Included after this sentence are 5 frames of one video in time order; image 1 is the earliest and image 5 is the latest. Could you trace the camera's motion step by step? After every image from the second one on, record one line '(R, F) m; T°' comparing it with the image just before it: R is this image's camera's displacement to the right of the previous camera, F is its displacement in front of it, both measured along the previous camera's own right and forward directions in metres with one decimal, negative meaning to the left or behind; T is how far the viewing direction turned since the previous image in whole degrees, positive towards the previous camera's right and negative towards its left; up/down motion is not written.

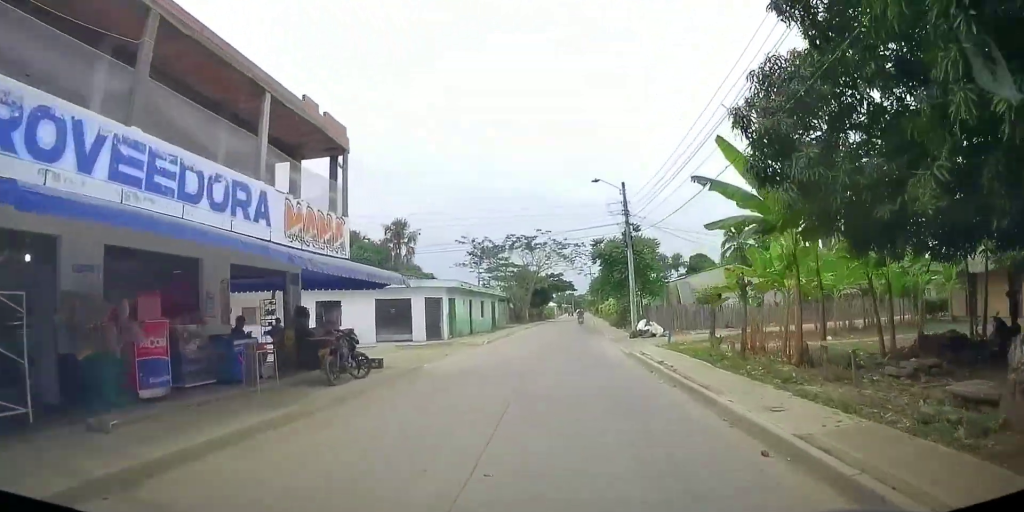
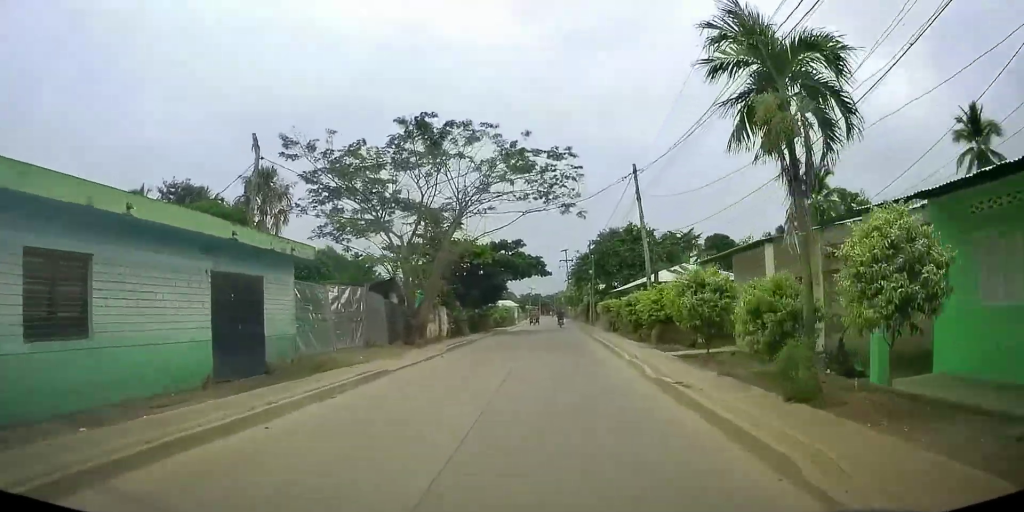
(+1.1, +35.1) m; +3°
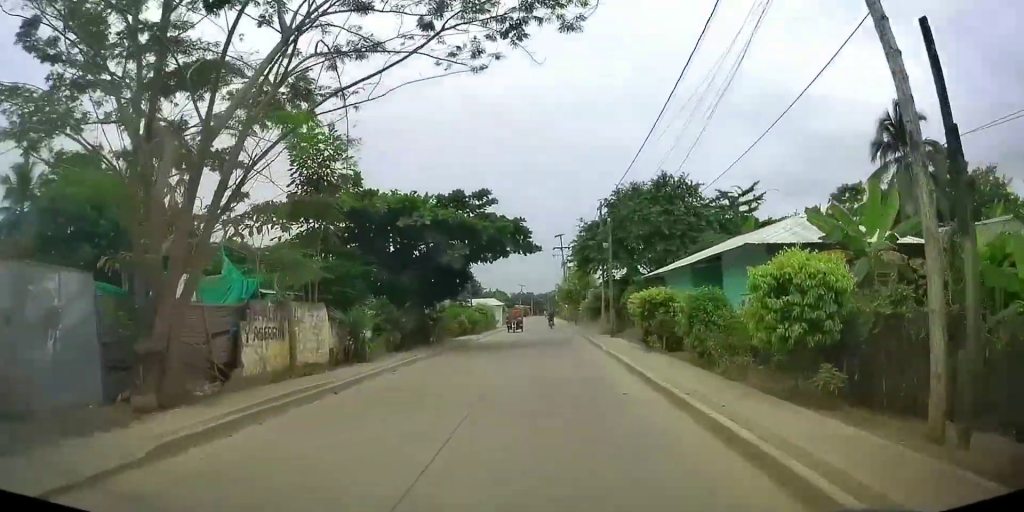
(+0.6, +16.4) m; +2°
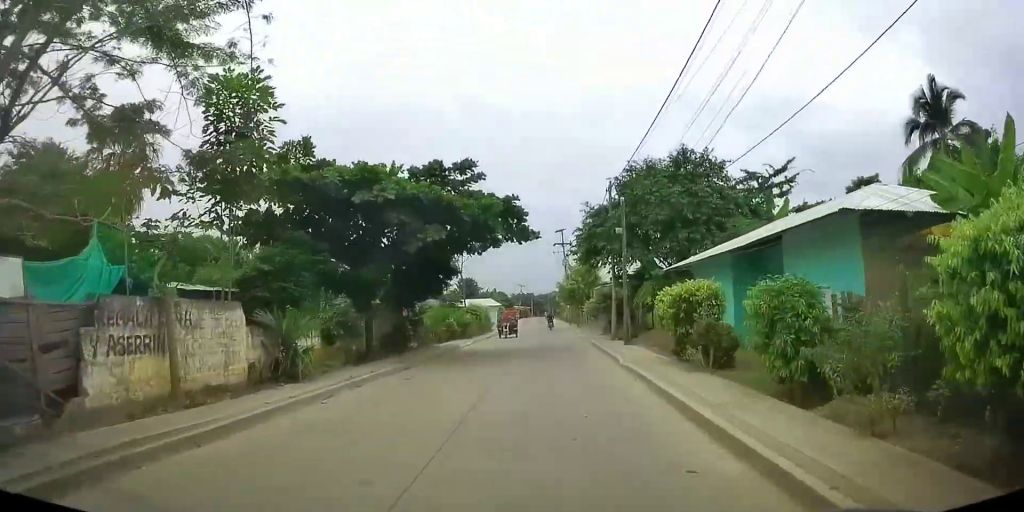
(+0.1, +4.6) m; 0°
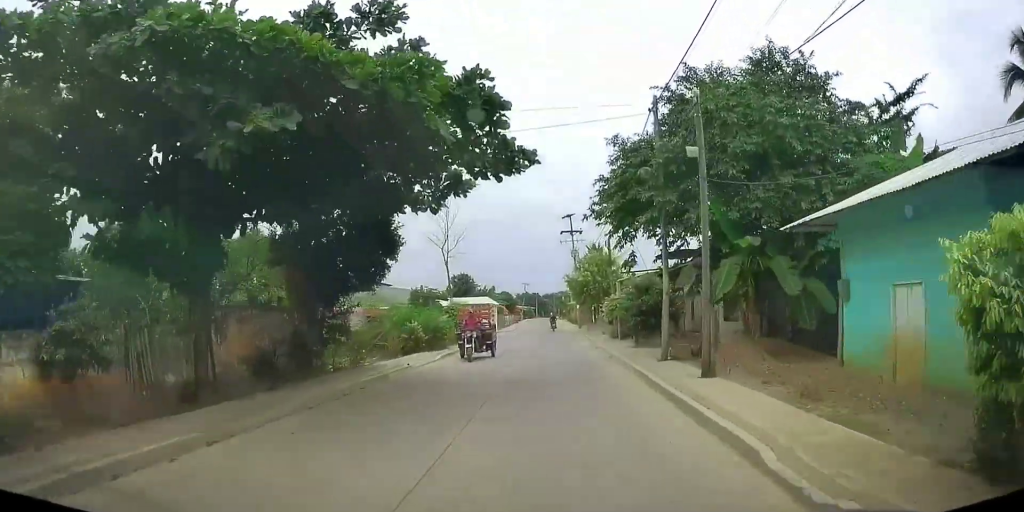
(-0.2, +10.2) m; -2°
